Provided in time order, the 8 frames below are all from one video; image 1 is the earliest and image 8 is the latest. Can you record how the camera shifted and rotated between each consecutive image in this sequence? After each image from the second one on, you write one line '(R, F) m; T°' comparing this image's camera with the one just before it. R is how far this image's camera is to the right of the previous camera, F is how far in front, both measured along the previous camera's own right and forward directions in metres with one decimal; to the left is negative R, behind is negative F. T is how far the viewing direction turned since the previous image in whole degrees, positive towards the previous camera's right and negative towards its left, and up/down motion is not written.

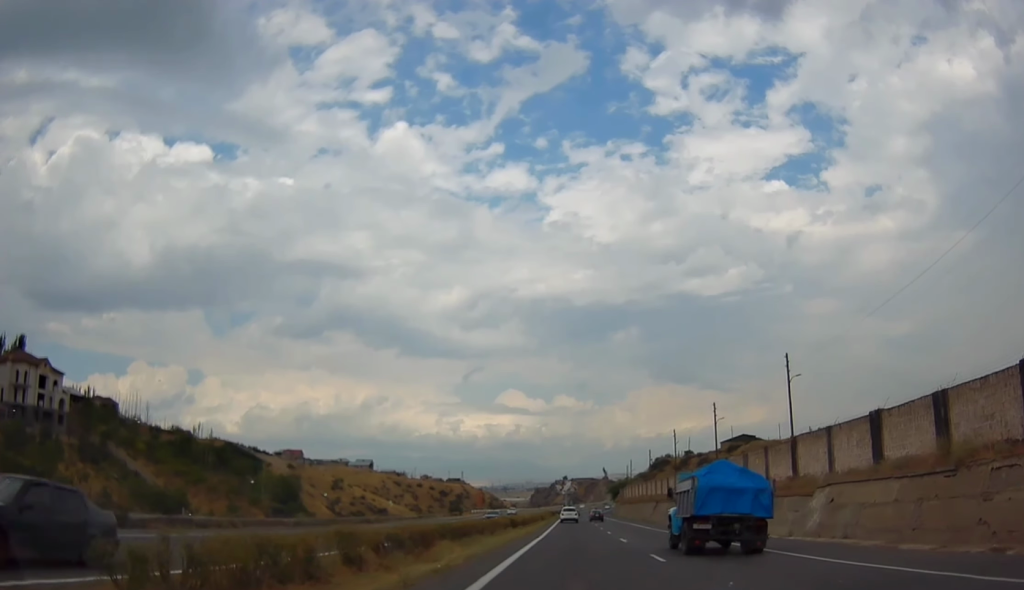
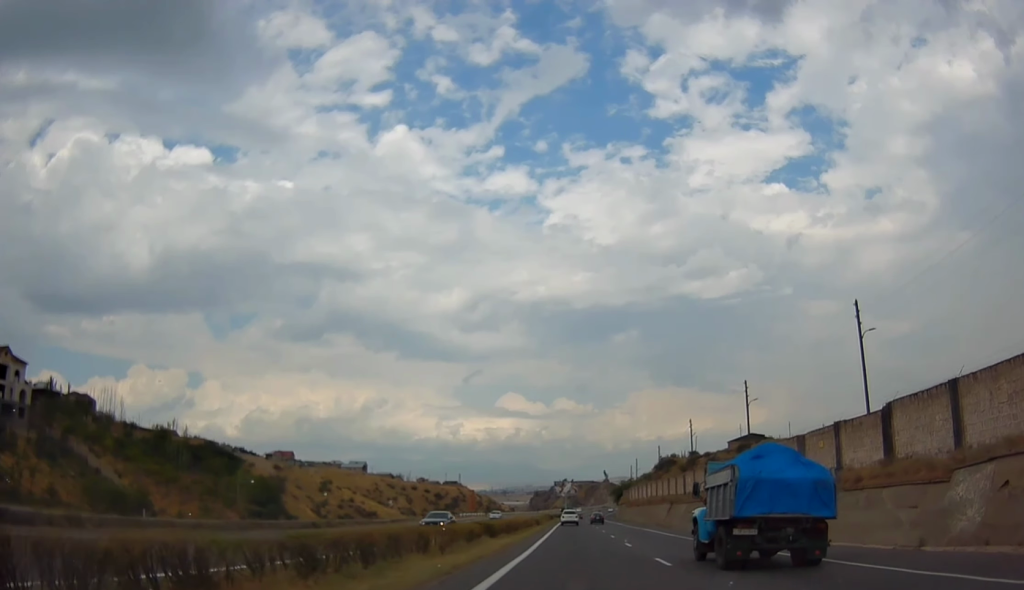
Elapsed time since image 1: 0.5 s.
(-0.1, +12.7) m; 0°
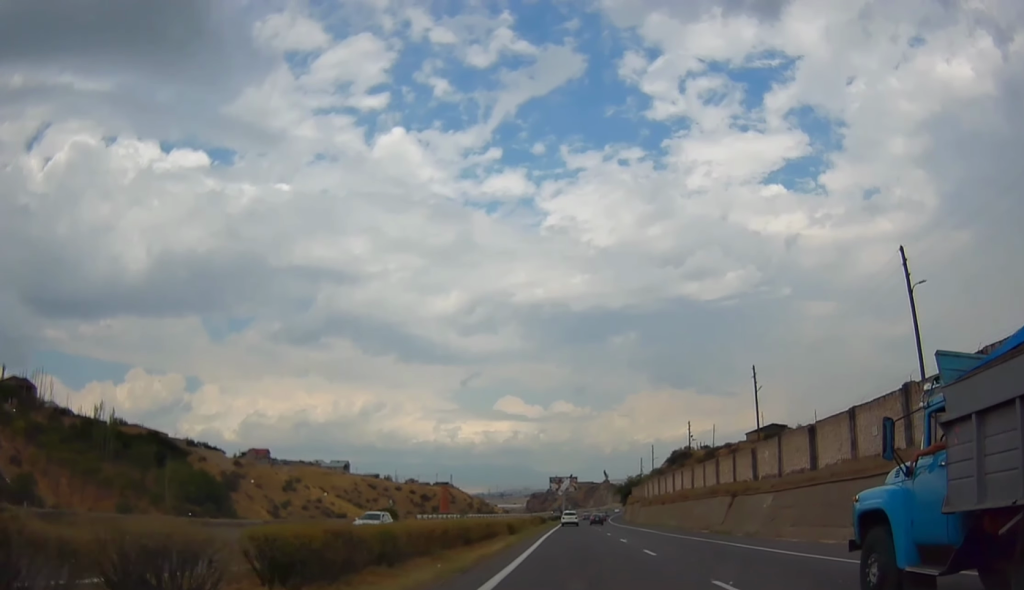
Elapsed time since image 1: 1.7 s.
(+0.3, +29.5) m; 0°
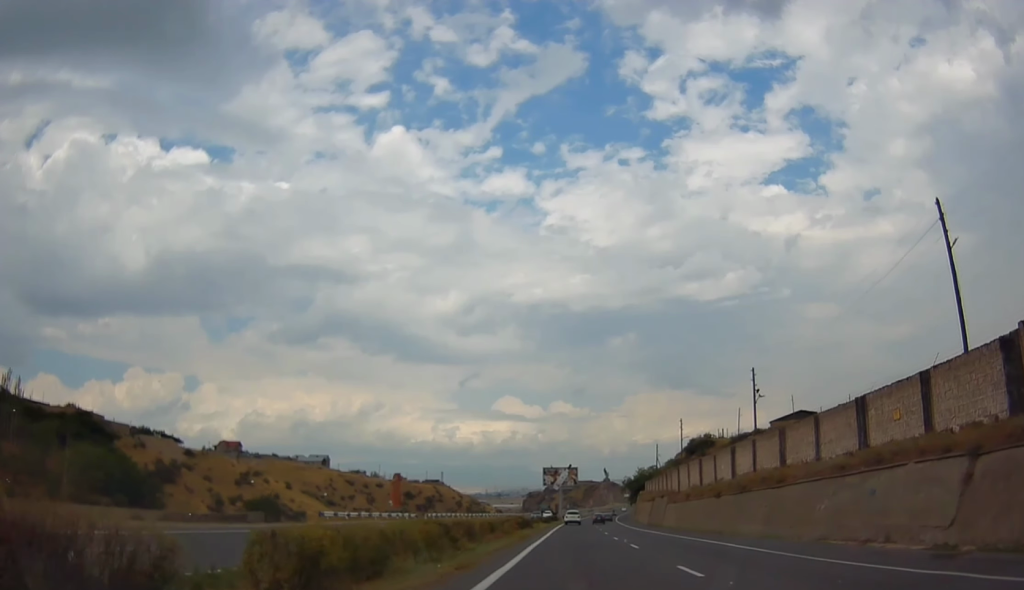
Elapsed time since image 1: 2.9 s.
(-0.4, +30.2) m; -1°
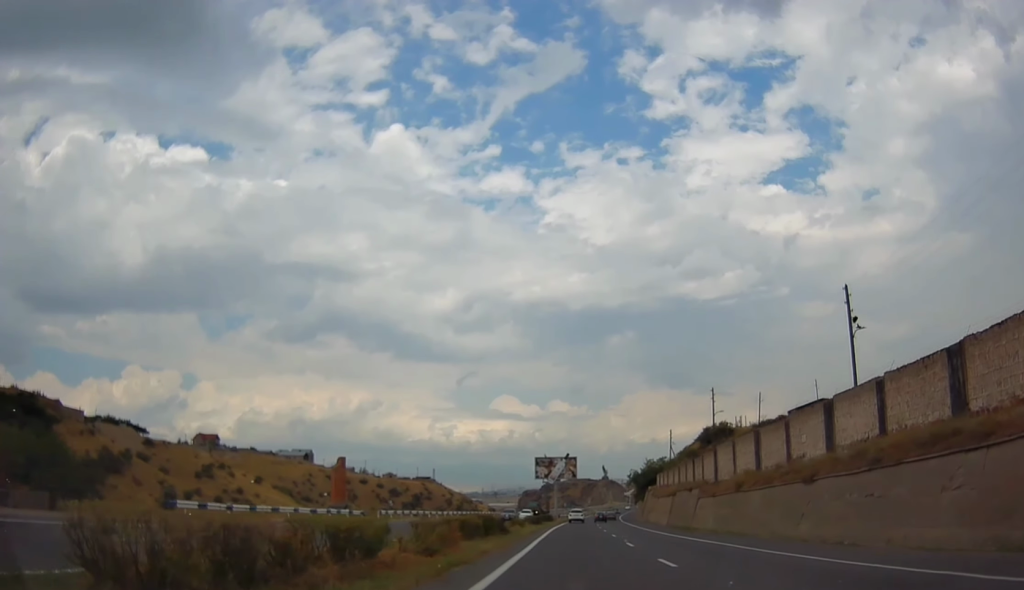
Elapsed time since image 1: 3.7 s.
(0.0, +19.8) m; 0°
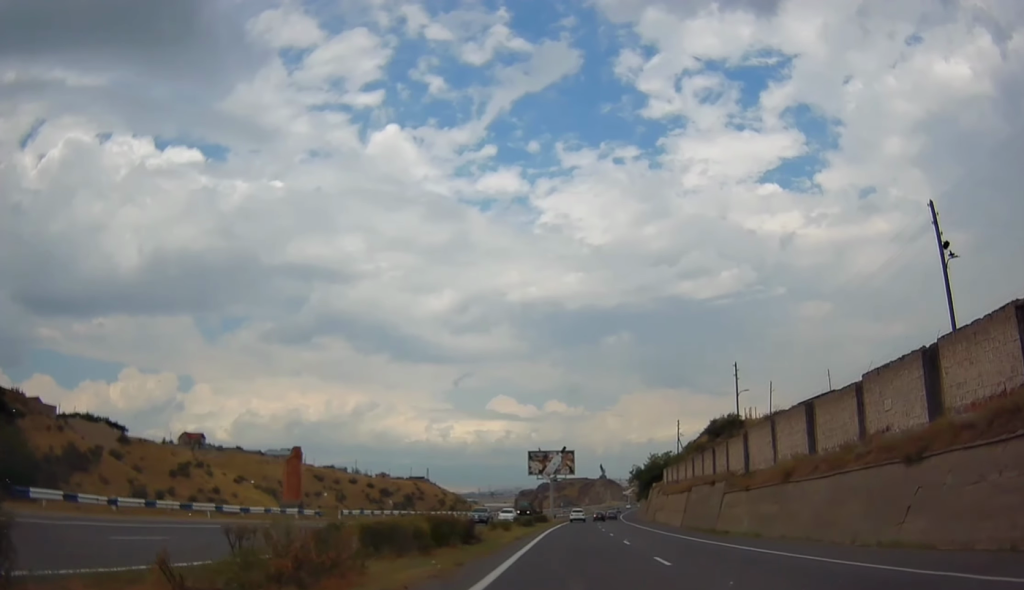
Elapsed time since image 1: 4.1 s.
(0.0, +10.3) m; 0°
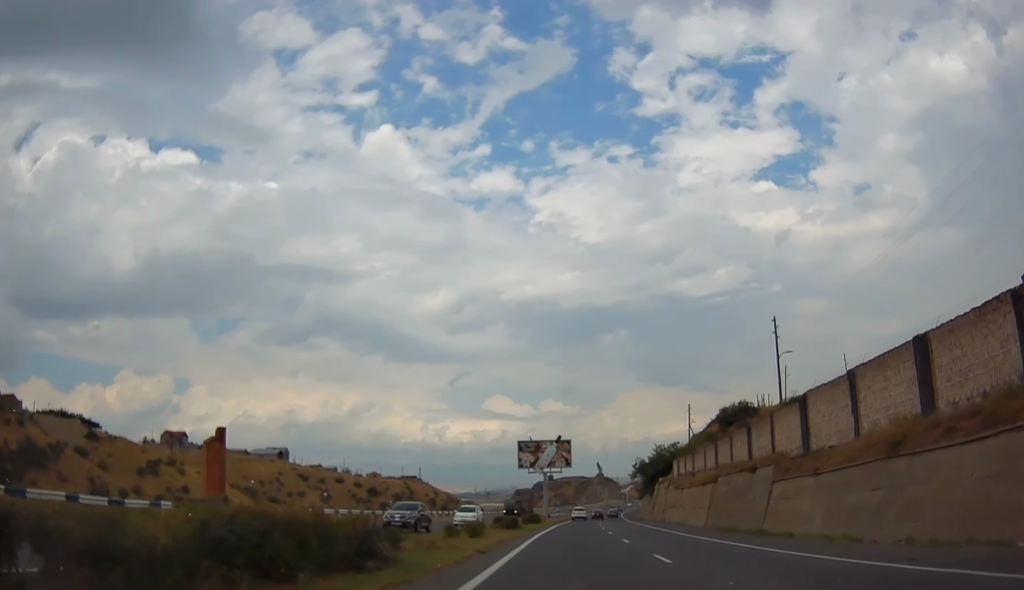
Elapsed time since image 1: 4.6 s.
(0.0, +12.0) m; 0°
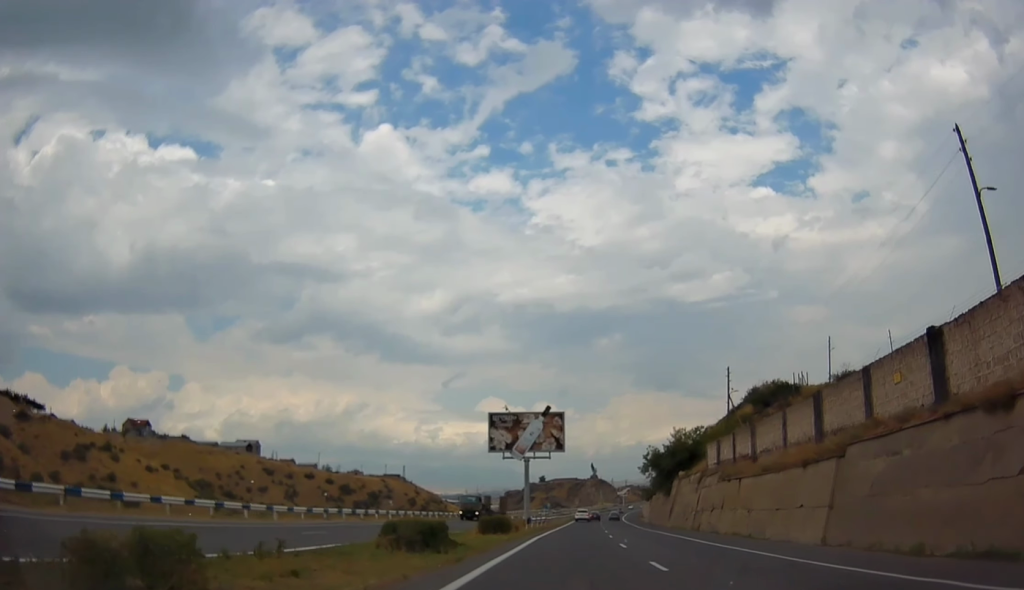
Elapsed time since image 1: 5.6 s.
(+0.1, +23.9) m; +1°
